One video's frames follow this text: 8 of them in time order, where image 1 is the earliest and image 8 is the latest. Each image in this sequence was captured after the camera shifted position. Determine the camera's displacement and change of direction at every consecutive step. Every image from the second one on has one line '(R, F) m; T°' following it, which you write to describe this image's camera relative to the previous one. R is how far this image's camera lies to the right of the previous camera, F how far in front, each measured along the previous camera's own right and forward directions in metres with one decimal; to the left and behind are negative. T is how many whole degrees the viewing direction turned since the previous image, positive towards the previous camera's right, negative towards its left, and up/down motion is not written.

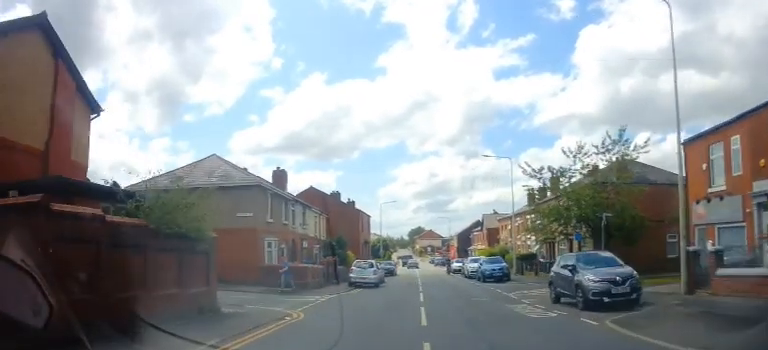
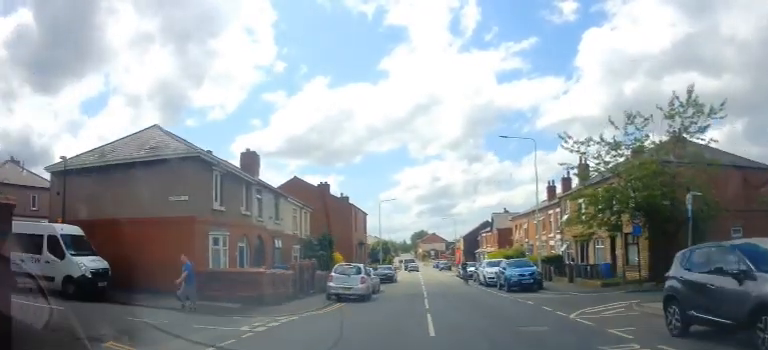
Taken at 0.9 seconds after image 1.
(-0.3, +7.3) m; 0°
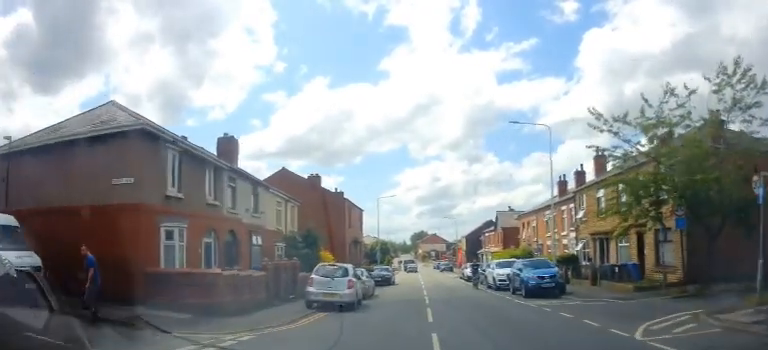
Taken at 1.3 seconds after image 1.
(-0.1, +3.5) m; +1°
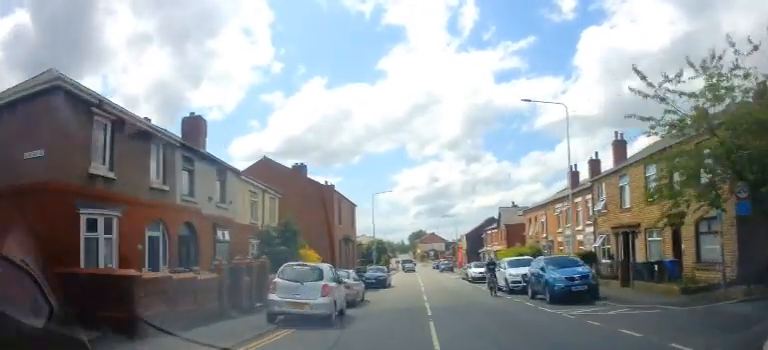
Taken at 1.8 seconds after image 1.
(+0.2, +4.0) m; +2°
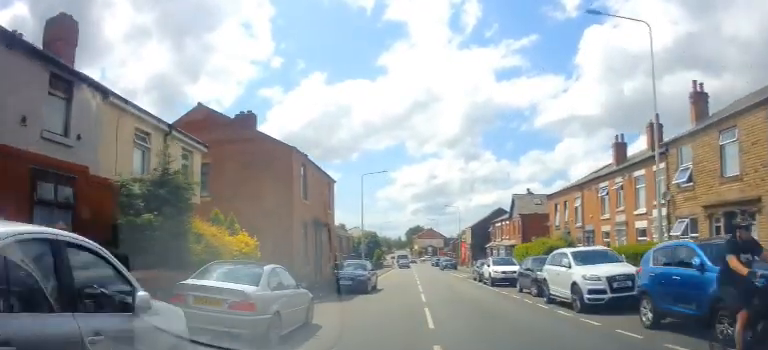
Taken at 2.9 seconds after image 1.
(+0.3, +10.1) m; 0°
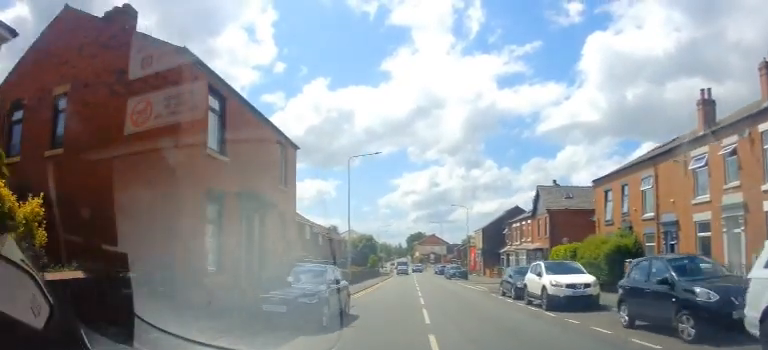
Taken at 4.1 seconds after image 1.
(-0.4, +10.4) m; -1°
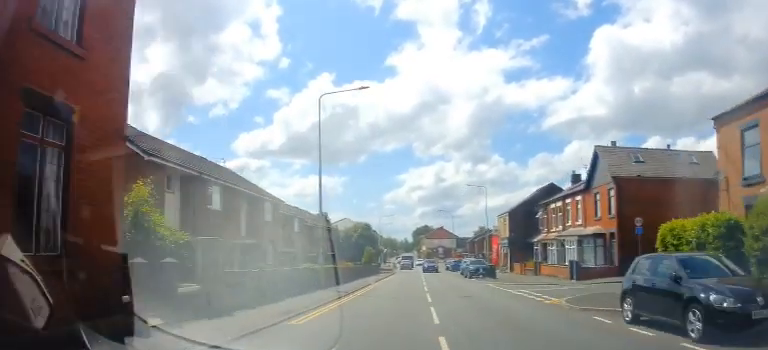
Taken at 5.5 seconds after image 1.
(+0.5, +13.6) m; +1°
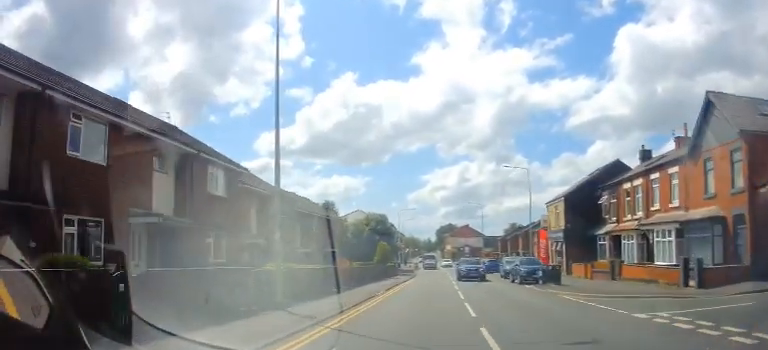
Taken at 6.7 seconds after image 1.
(-0.5, +11.3) m; -5°
